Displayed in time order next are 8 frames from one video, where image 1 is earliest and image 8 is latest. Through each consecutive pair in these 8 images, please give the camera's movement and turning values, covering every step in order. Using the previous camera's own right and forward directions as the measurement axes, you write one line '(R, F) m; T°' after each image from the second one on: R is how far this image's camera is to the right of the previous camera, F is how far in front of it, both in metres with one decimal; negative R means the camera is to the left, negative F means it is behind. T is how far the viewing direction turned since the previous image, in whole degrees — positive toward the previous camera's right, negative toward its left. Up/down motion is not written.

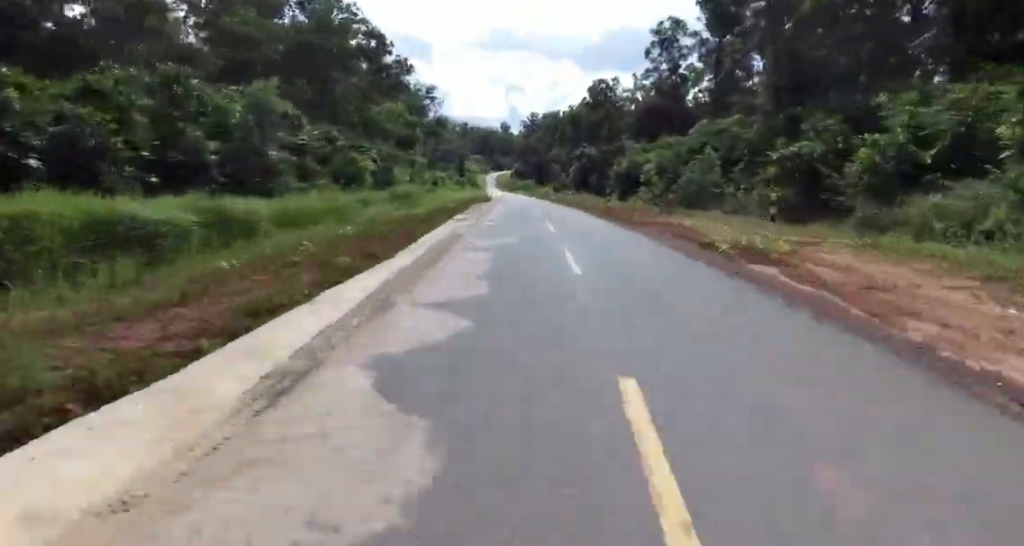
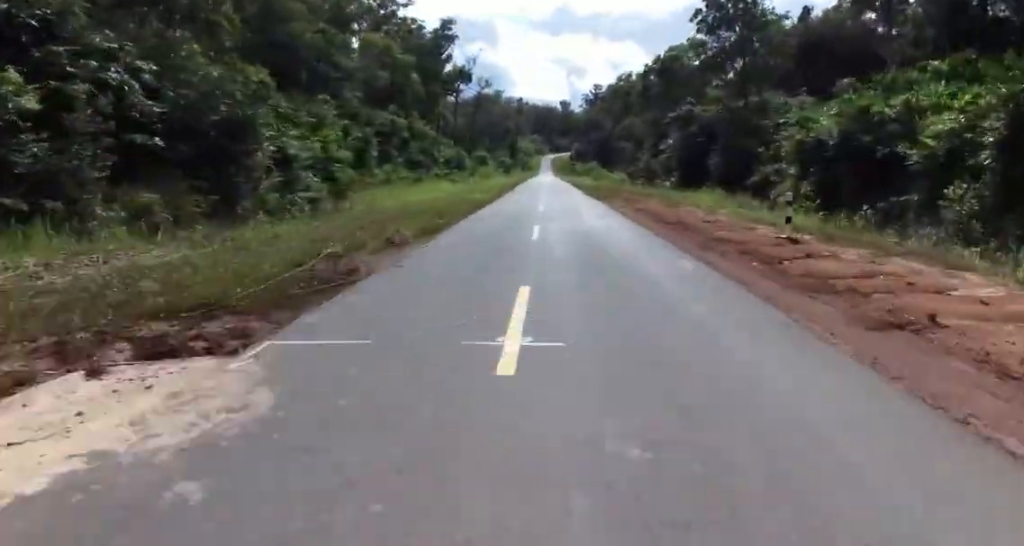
(-1.7, +46.8) m; -1°
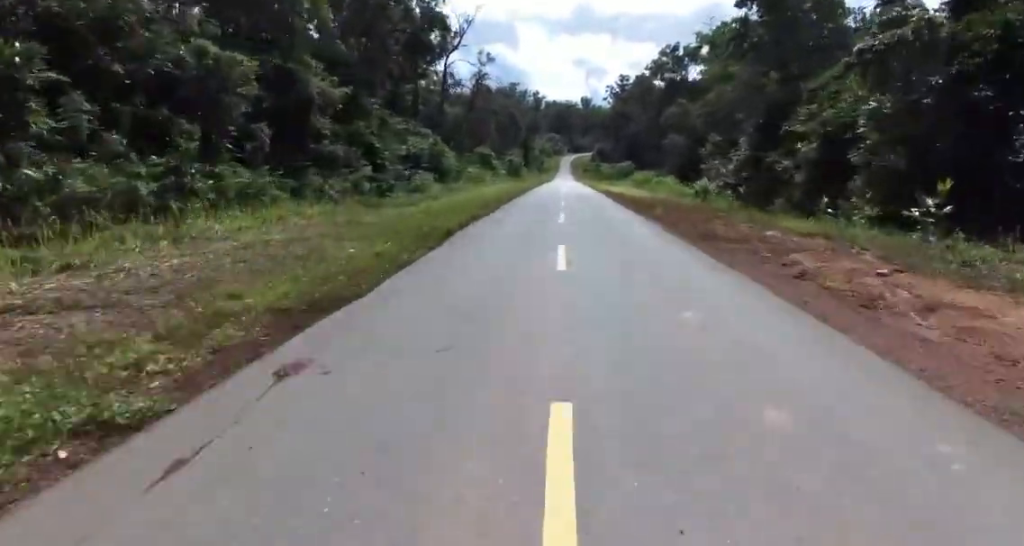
(-0.5, +37.4) m; -1°
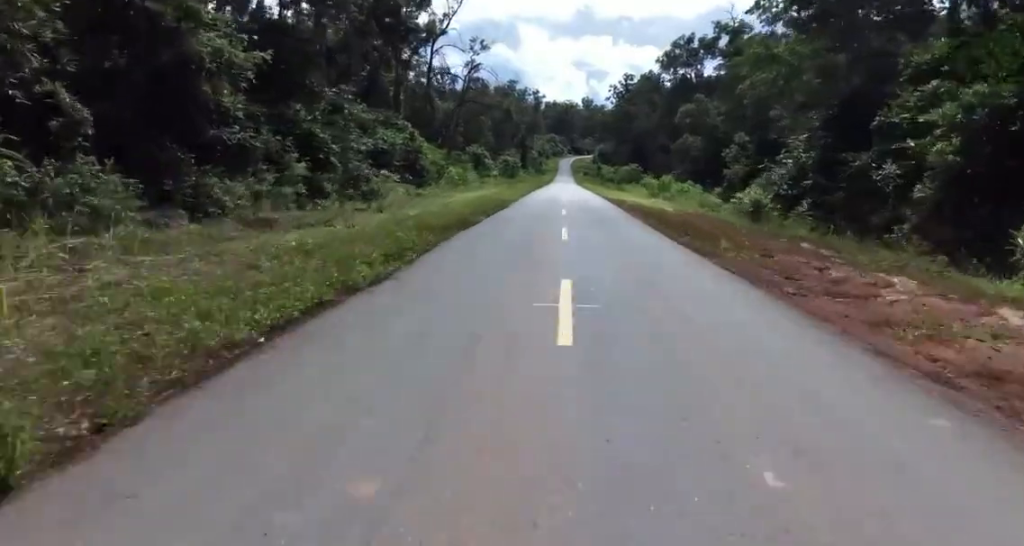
(-0.1, +13.6) m; +1°
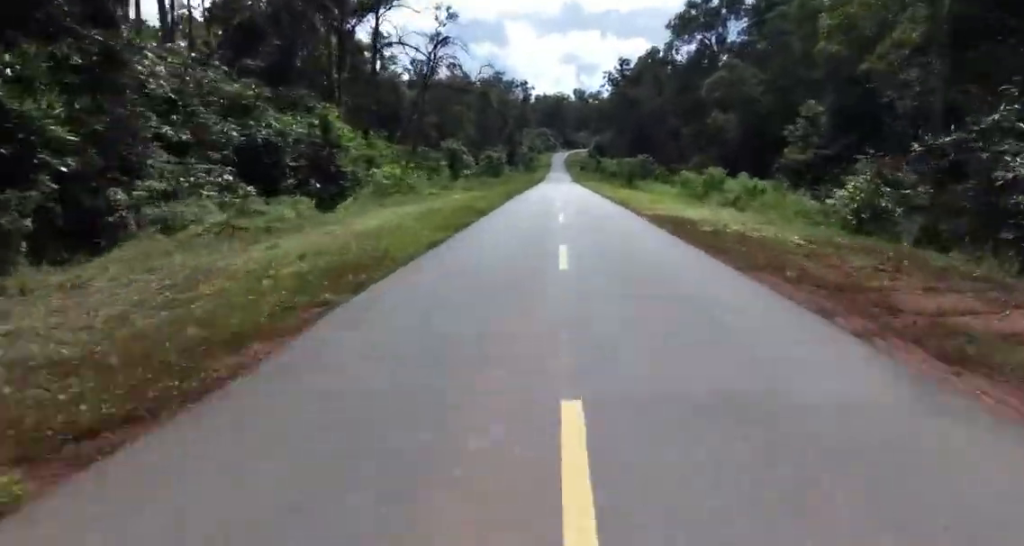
(+0.5, +20.8) m; +1°
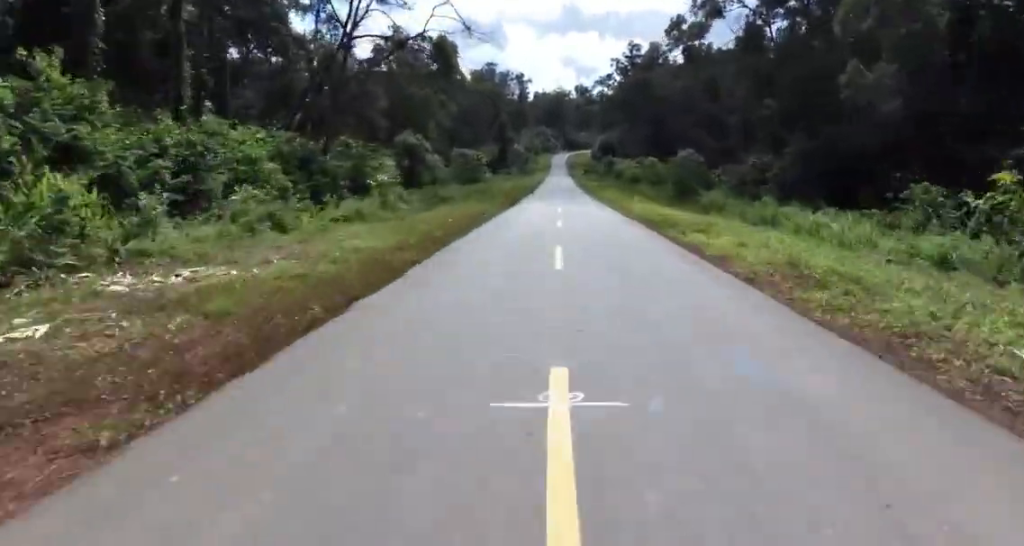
(0.0, +31.7) m; 0°
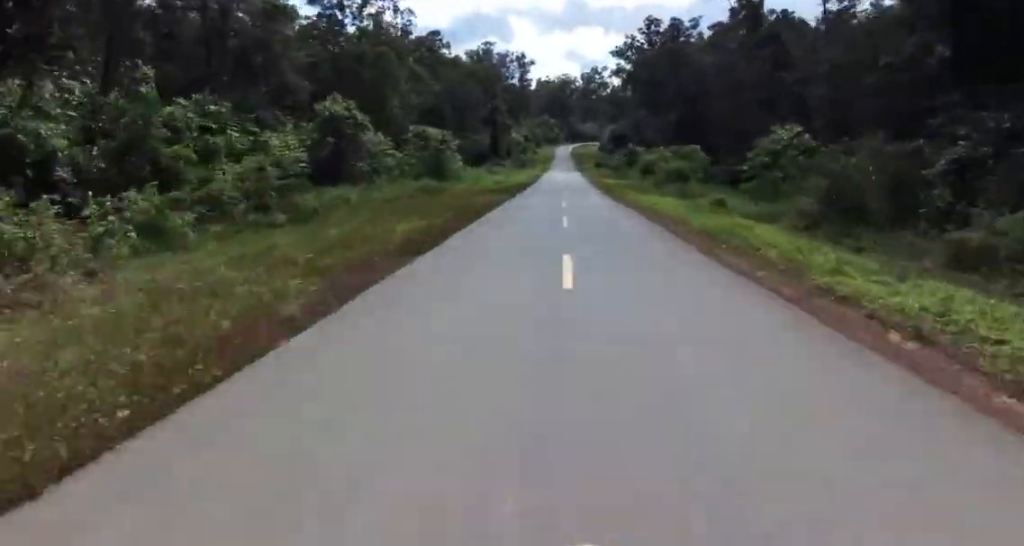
(-0.2, +28.1) m; 0°
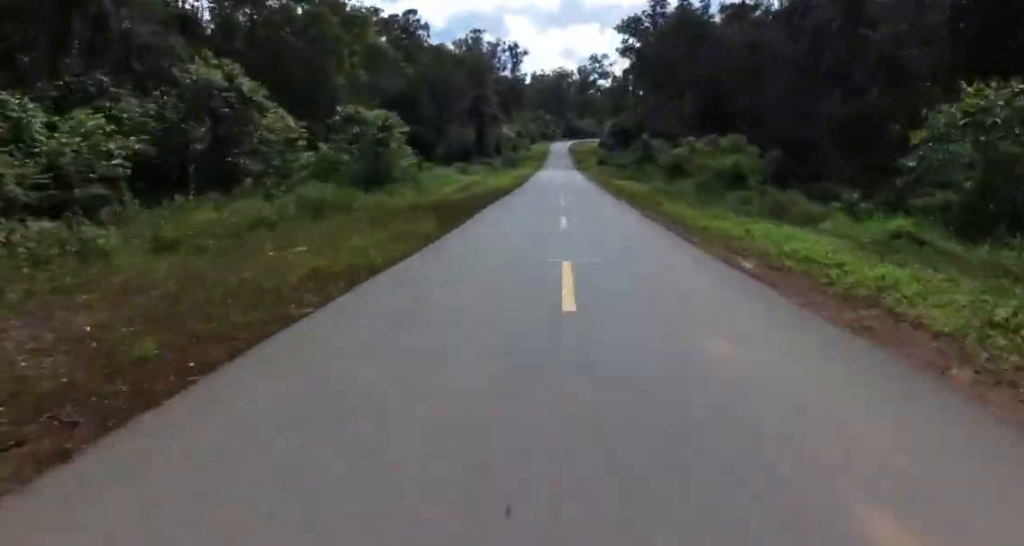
(-0.7, +17.2) m; +2°
